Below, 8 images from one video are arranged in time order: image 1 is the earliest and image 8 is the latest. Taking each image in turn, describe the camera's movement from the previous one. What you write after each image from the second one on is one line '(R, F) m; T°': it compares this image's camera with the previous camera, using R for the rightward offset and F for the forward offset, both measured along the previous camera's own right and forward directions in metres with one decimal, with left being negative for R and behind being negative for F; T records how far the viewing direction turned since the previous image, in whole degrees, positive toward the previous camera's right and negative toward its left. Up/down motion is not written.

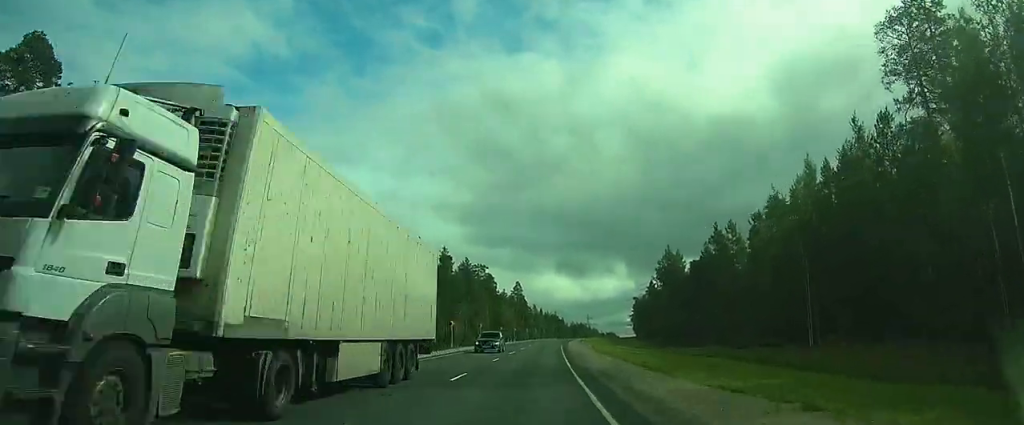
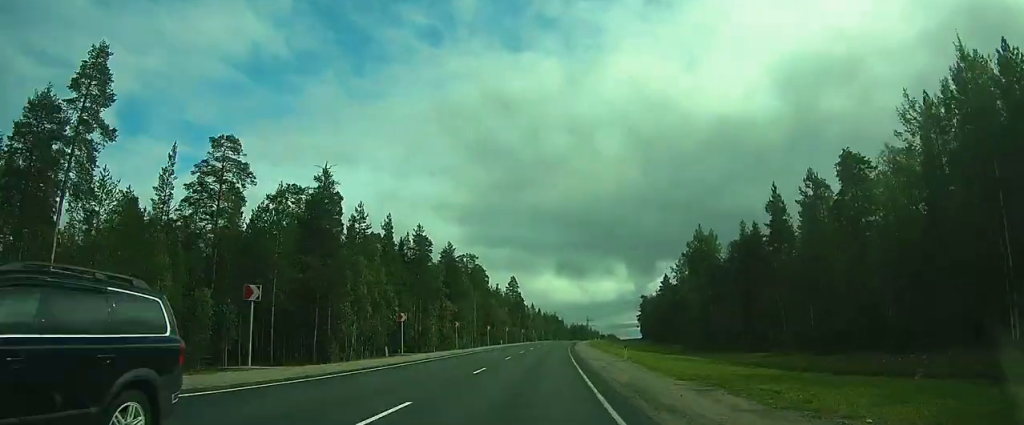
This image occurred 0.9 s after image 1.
(+0.1, +23.4) m; +1°
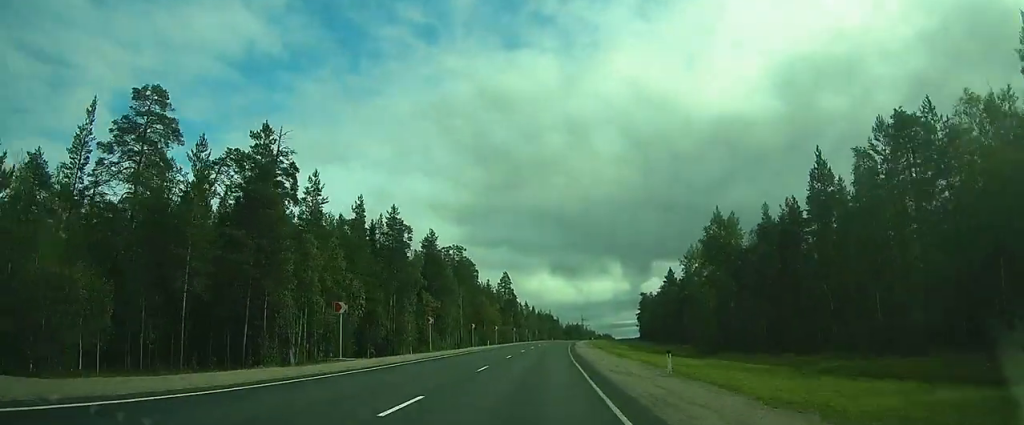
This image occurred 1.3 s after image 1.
(+0.1, +12.7) m; 0°
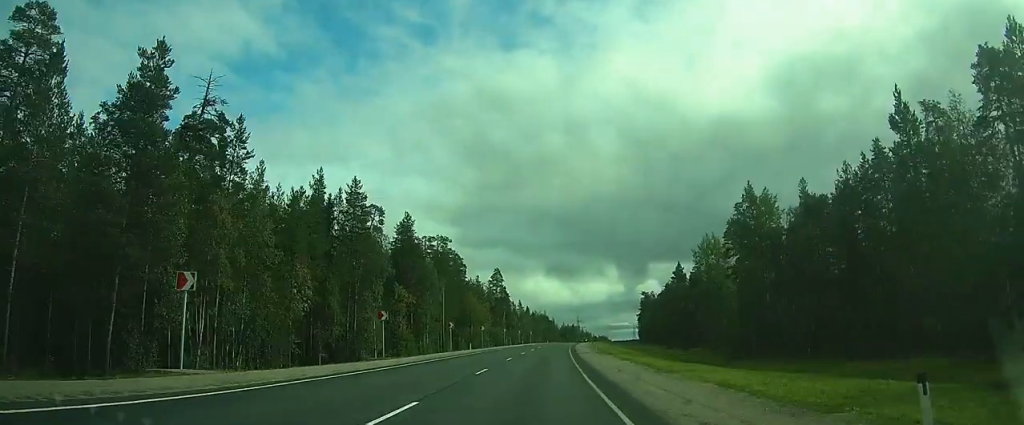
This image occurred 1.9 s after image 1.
(0.0, +14.4) m; 0°
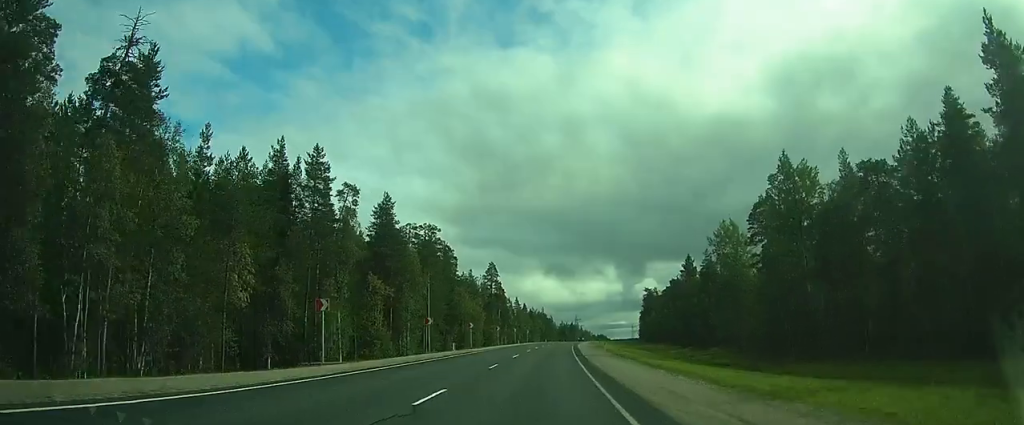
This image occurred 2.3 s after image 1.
(0.0, +10.3) m; +1°
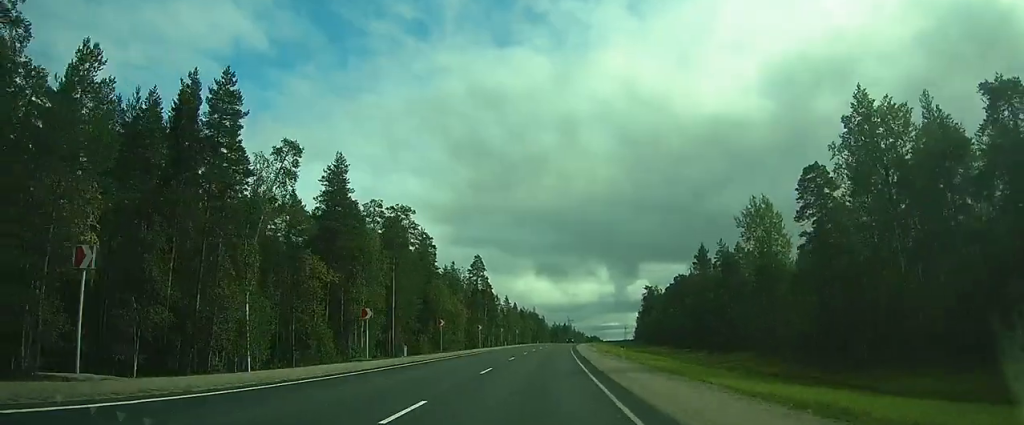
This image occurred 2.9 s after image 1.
(0.0, +15.4) m; +1°
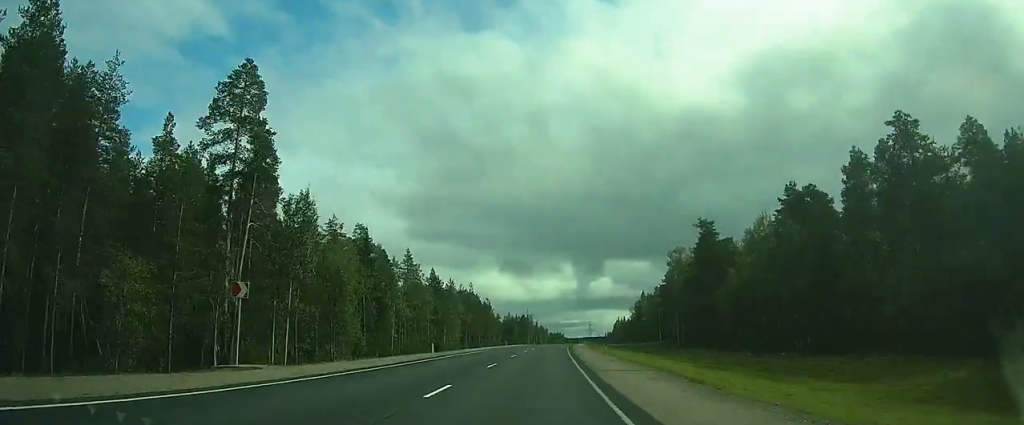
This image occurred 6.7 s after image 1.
(+4.7, +90.9) m; +6°
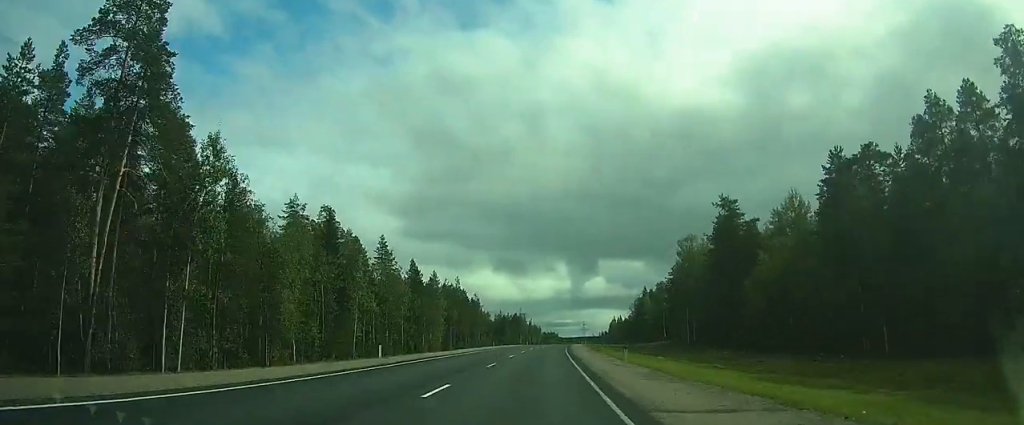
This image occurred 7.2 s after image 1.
(+0.1, +11.6) m; 0°
